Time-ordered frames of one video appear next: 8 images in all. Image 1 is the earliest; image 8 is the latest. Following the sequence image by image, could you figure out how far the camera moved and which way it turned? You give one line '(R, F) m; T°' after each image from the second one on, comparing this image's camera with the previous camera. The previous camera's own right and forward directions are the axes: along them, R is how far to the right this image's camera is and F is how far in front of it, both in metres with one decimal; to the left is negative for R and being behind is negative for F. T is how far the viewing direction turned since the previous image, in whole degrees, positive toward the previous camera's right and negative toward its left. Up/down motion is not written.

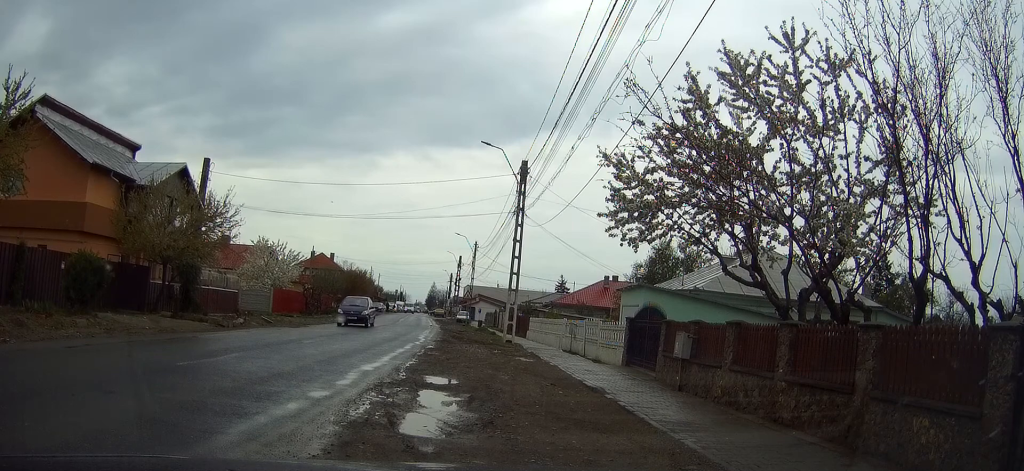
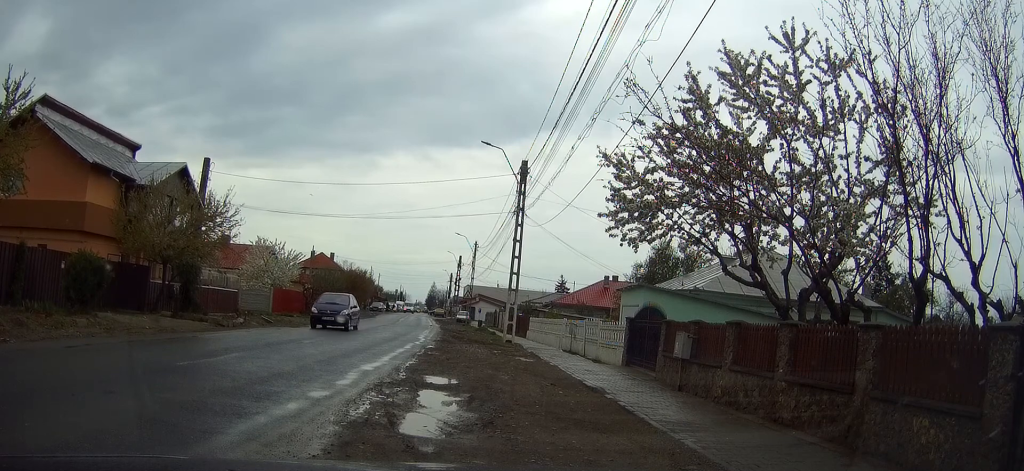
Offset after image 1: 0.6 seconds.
(0.0, 0.0) m; 0°
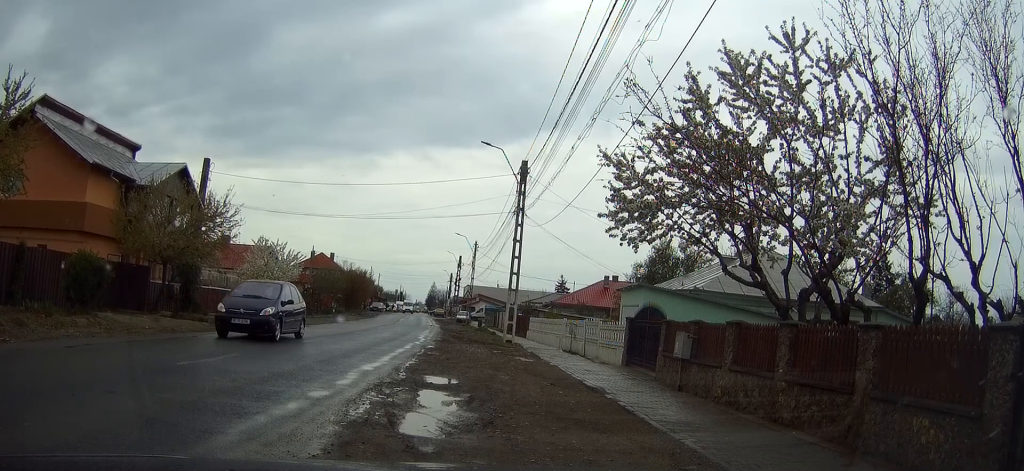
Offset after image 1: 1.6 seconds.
(0.0, 0.0) m; 0°
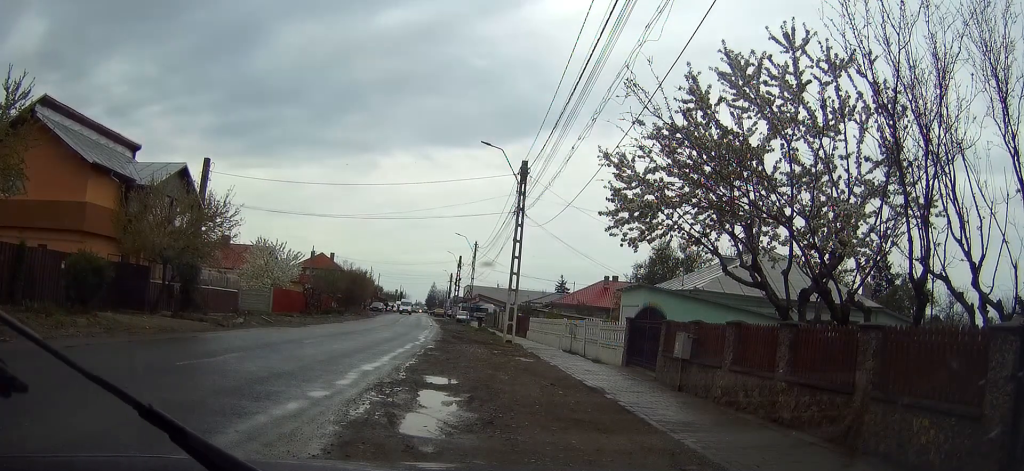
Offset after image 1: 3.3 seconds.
(0.0, 0.0) m; 0°
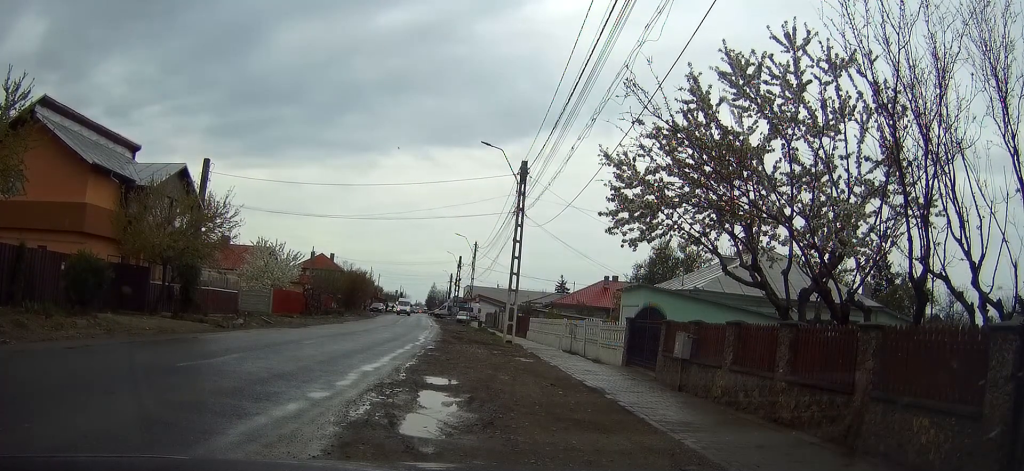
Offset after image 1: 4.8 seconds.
(0.0, 0.0) m; 0°
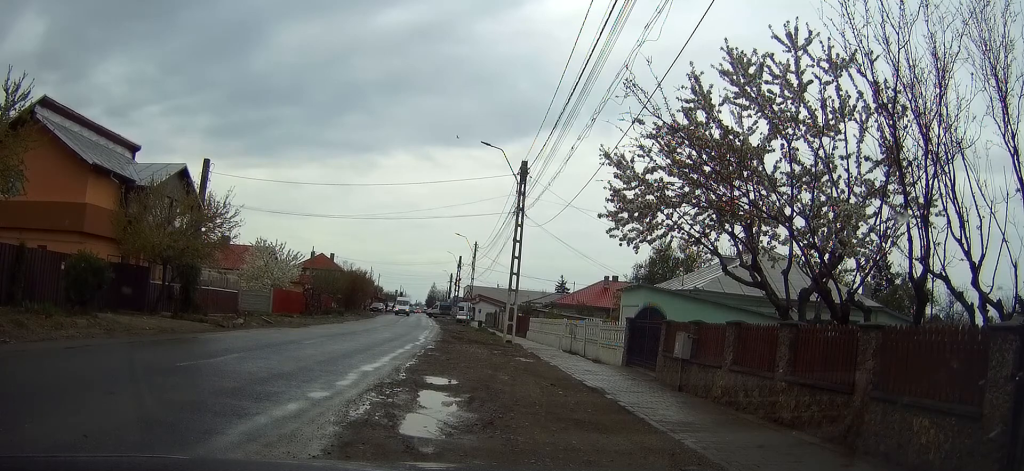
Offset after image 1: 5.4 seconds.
(0.0, 0.0) m; 0°
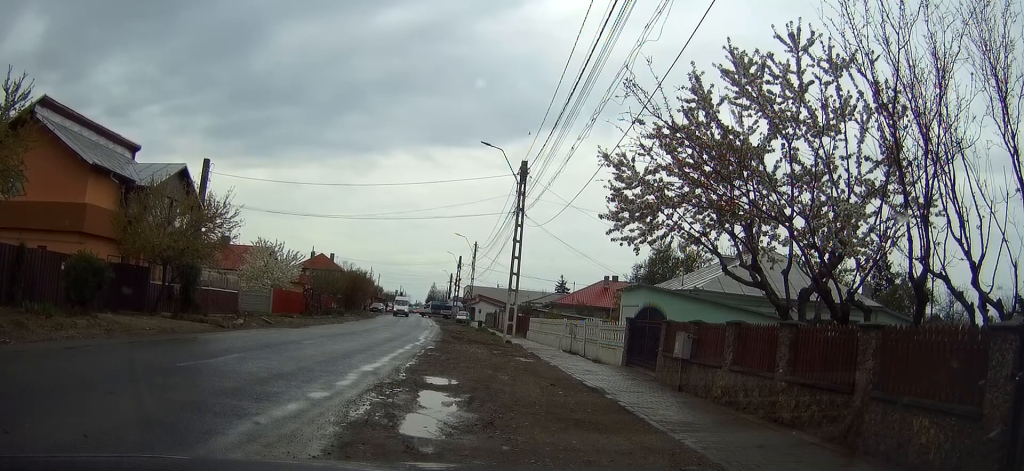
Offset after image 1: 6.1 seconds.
(0.0, 0.0) m; 0°
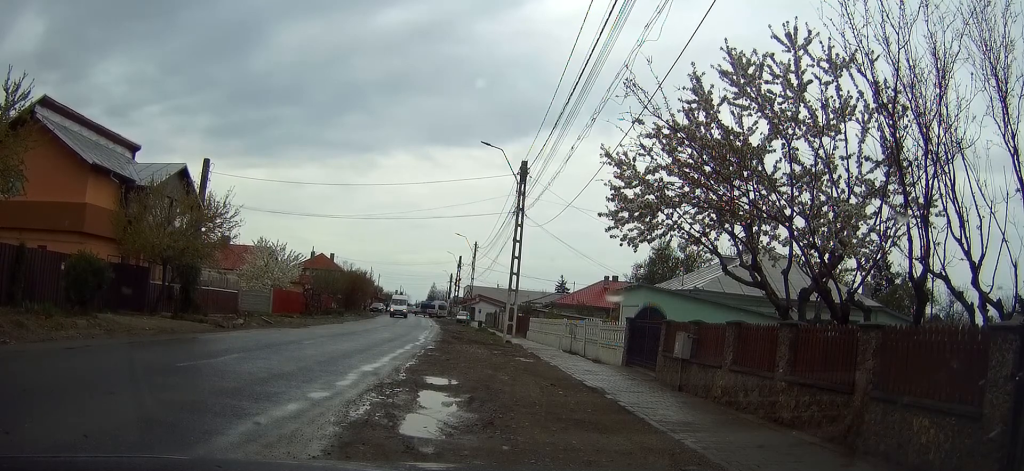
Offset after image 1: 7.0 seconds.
(0.0, 0.0) m; 0°
